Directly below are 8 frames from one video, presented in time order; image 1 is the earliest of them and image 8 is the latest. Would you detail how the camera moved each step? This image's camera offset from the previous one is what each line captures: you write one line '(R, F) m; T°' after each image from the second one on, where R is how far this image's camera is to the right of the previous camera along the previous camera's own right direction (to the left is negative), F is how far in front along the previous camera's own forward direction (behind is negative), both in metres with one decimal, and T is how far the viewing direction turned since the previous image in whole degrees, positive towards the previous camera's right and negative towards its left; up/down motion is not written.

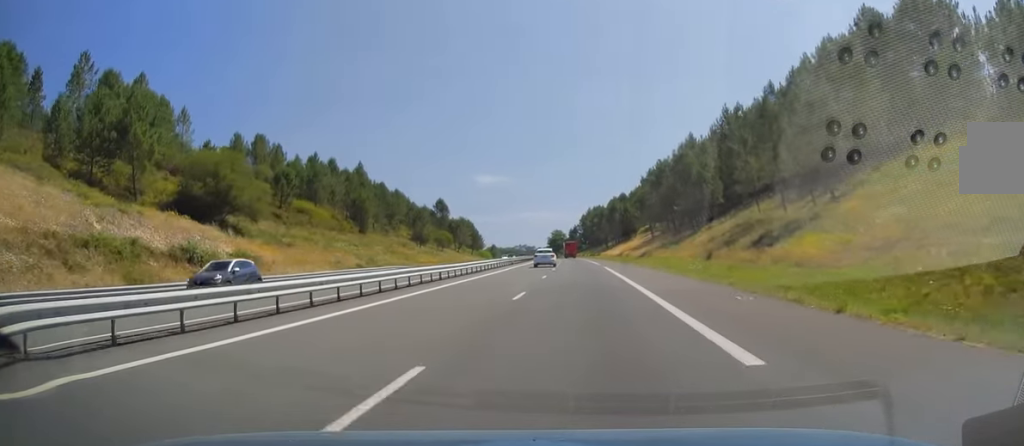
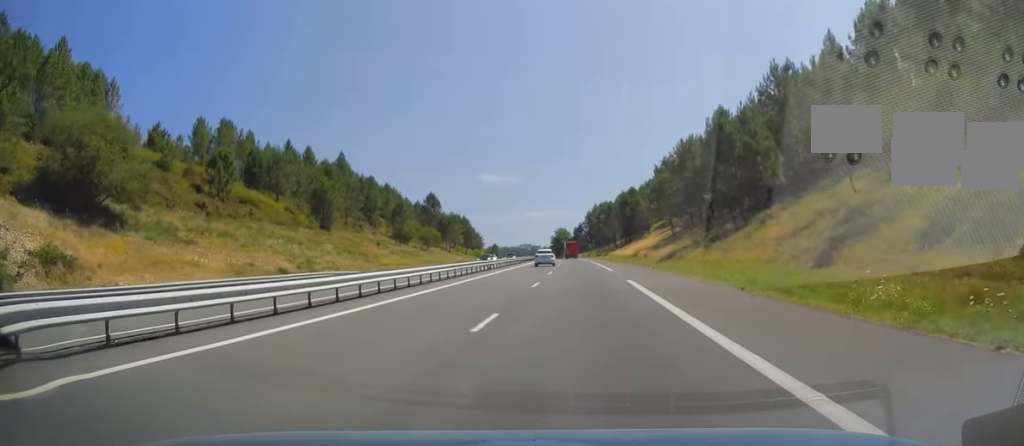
(-0.1, +20.2) m; 0°
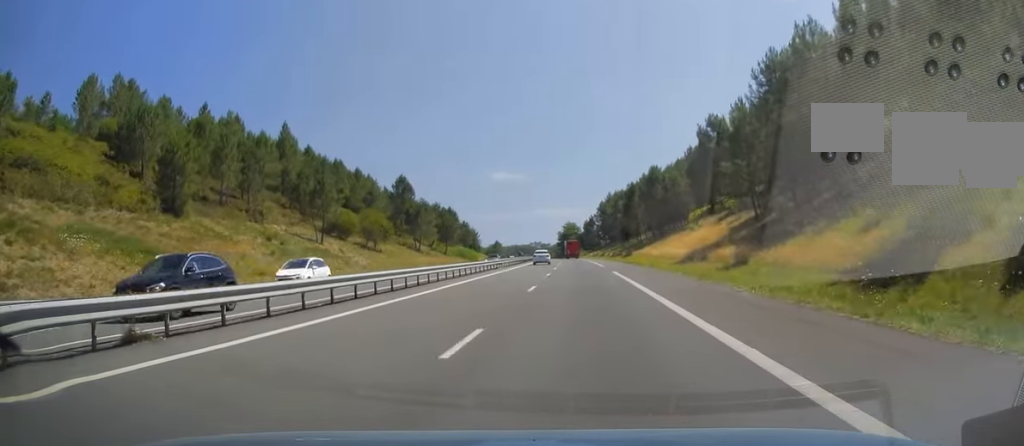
(-0.1, +42.5) m; 0°
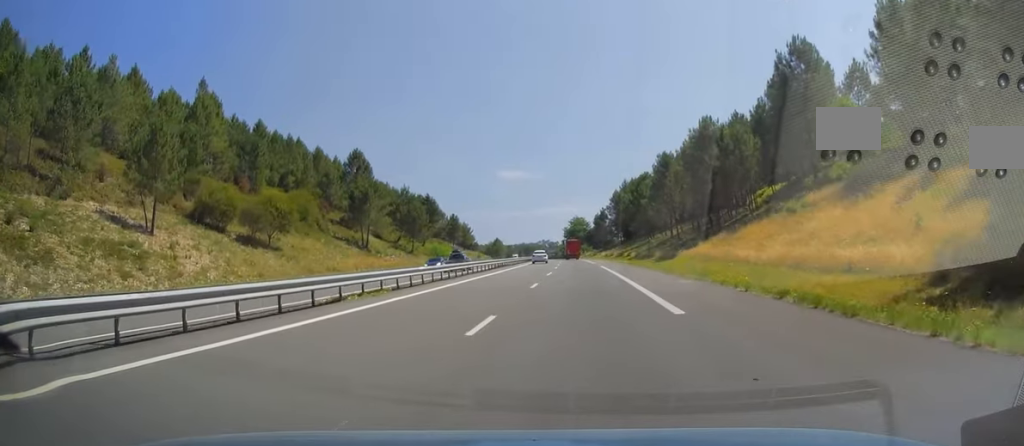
(0.0, +37.5) m; -1°
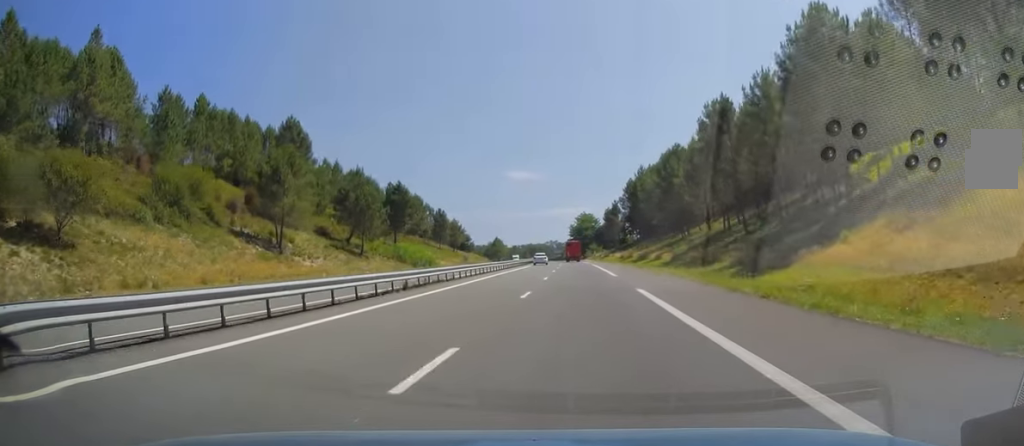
(-0.4, +30.8) m; -1°
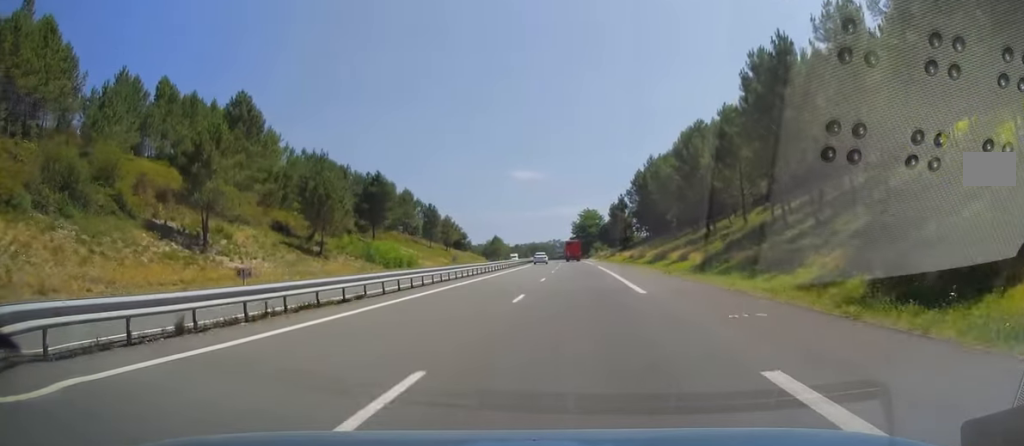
(0.0, +15.0) m; 0°
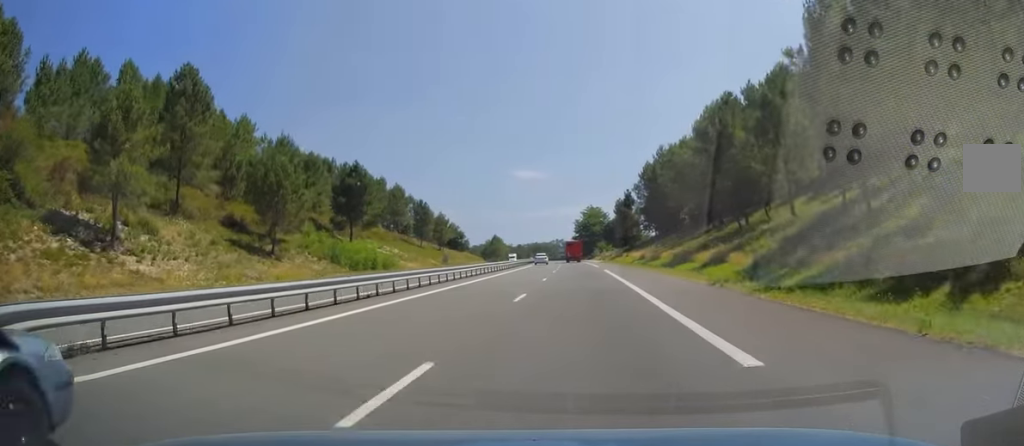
(+0.1, +12.5) m; 0°
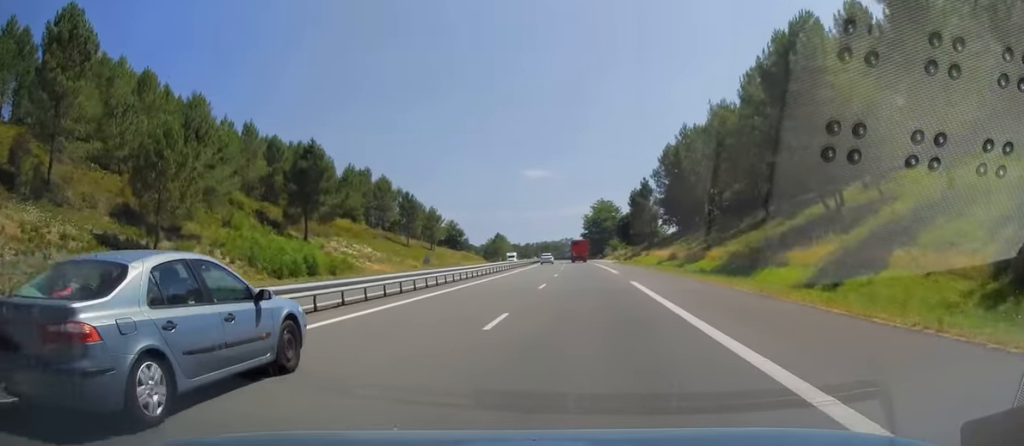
(-0.2, +19.8) m; -1°
